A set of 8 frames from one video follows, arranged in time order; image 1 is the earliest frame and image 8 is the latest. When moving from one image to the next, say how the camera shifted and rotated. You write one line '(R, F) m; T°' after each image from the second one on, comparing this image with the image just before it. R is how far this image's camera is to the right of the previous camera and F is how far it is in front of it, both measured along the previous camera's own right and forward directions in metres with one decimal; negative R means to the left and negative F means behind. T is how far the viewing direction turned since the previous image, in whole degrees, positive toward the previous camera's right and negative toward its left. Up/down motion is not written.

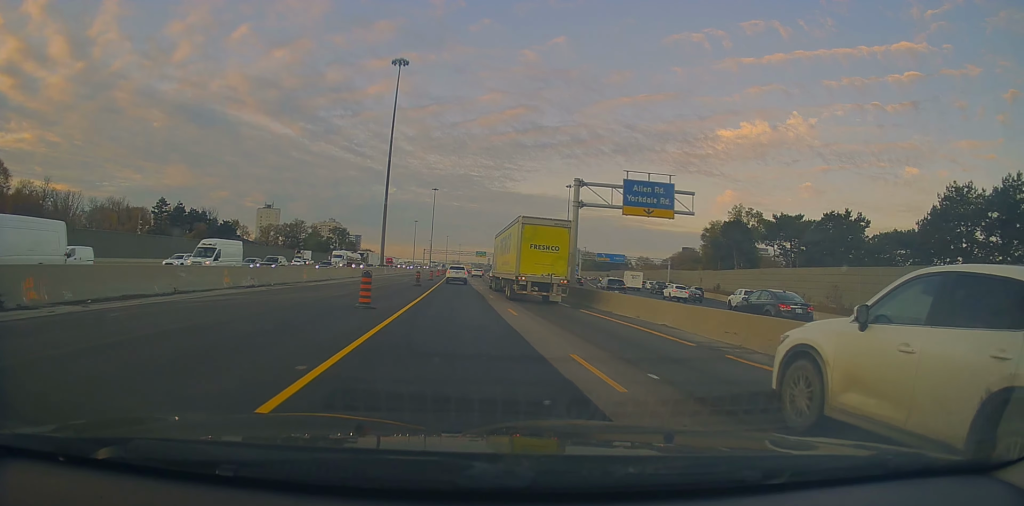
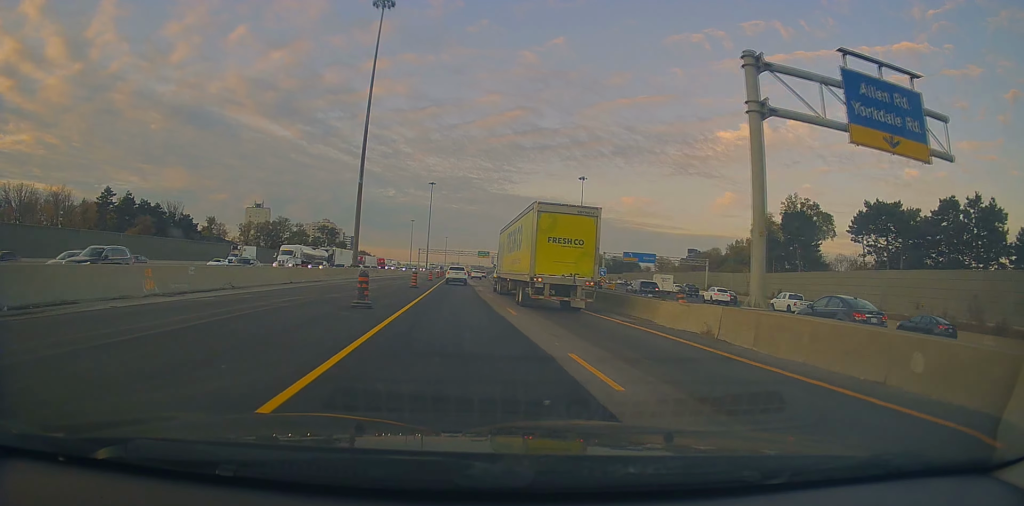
(0.0, +23.8) m; -1°
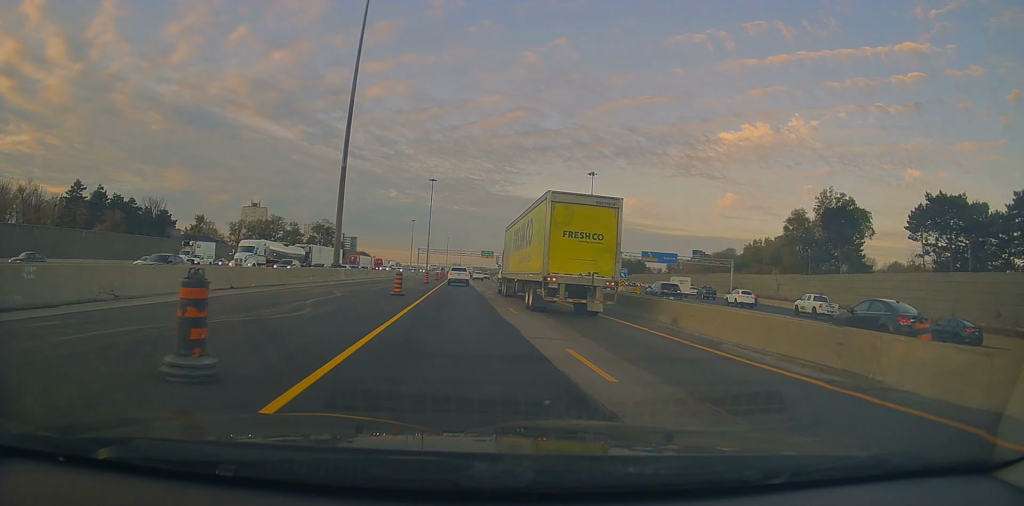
(0.0, +11.4) m; -1°
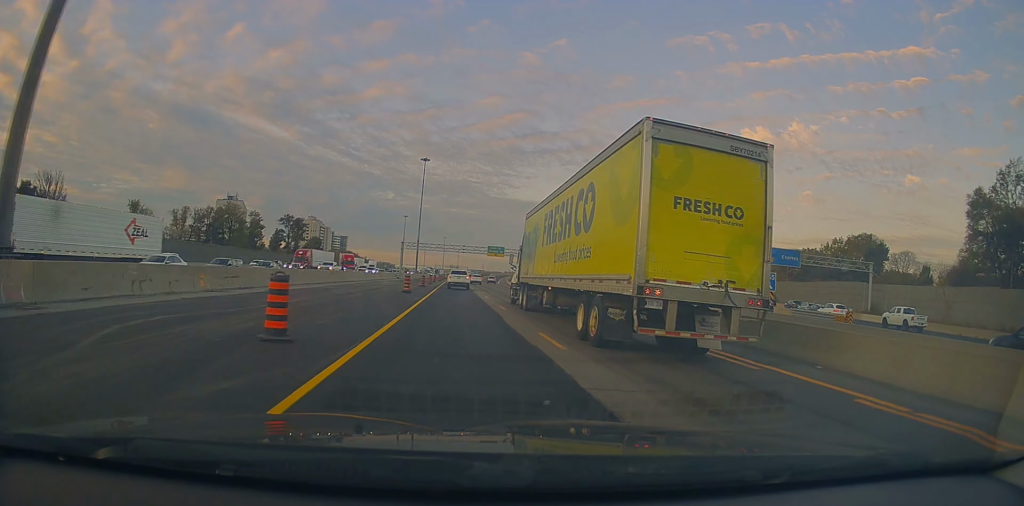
(-0.6, +44.5) m; 0°
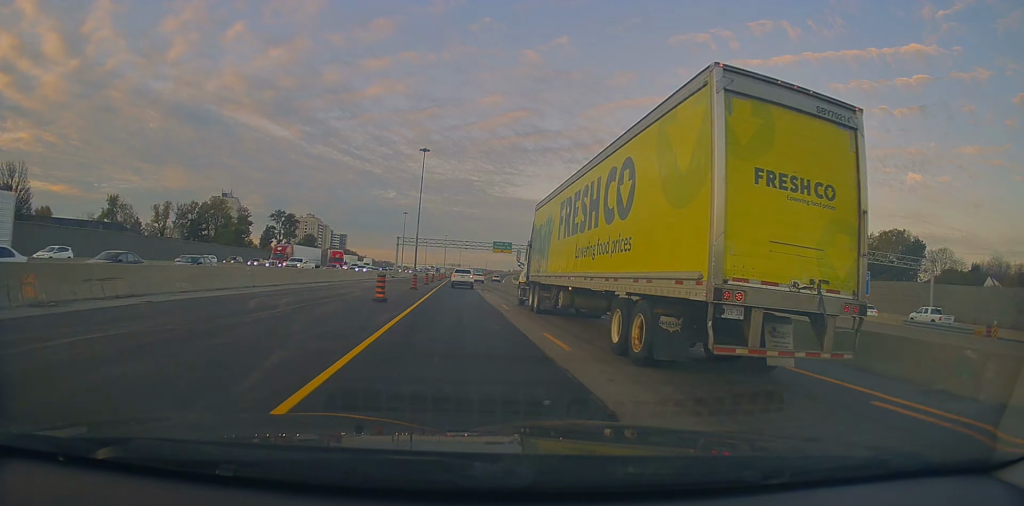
(+0.1, +12.3) m; +1°
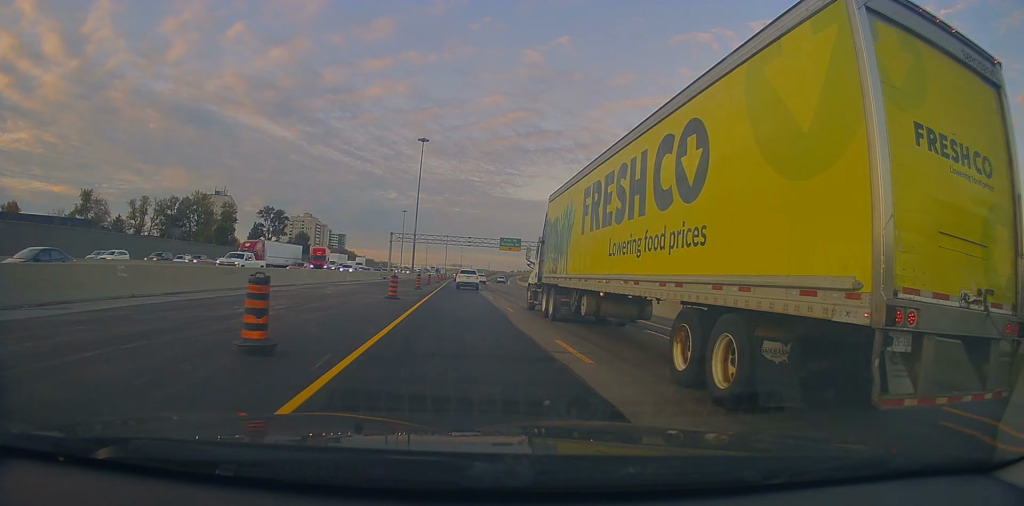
(0.0, +13.3) m; +1°
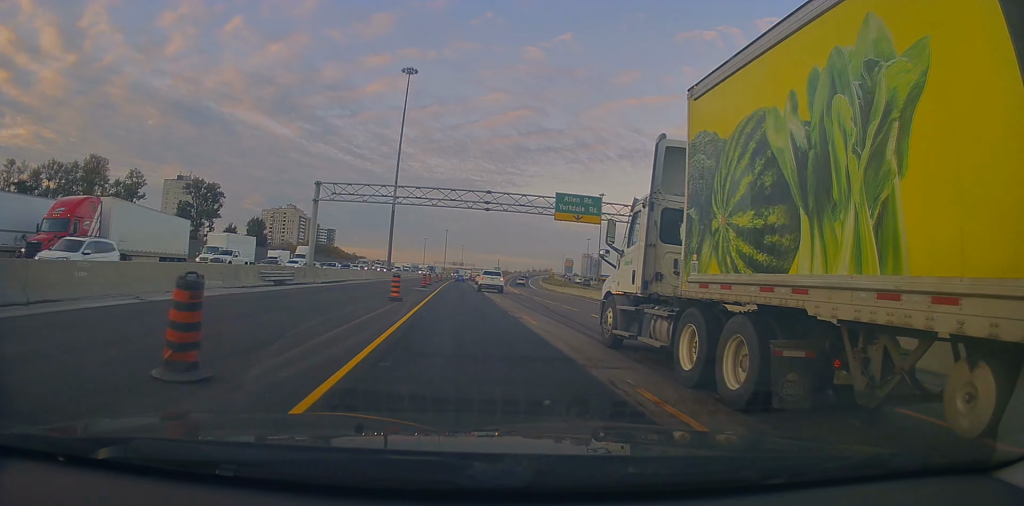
(-0.7, +52.7) m; -1°
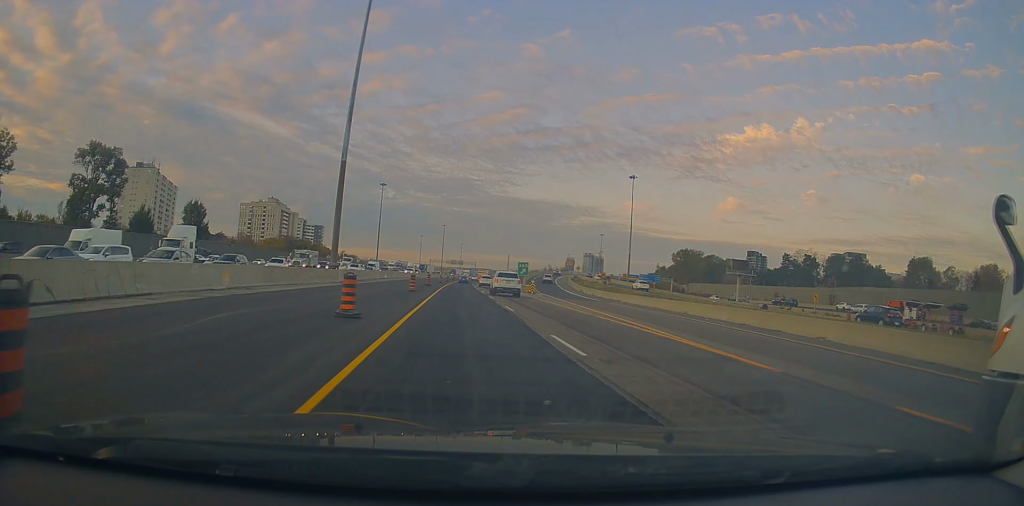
(+0.7, +41.8) m; +1°
